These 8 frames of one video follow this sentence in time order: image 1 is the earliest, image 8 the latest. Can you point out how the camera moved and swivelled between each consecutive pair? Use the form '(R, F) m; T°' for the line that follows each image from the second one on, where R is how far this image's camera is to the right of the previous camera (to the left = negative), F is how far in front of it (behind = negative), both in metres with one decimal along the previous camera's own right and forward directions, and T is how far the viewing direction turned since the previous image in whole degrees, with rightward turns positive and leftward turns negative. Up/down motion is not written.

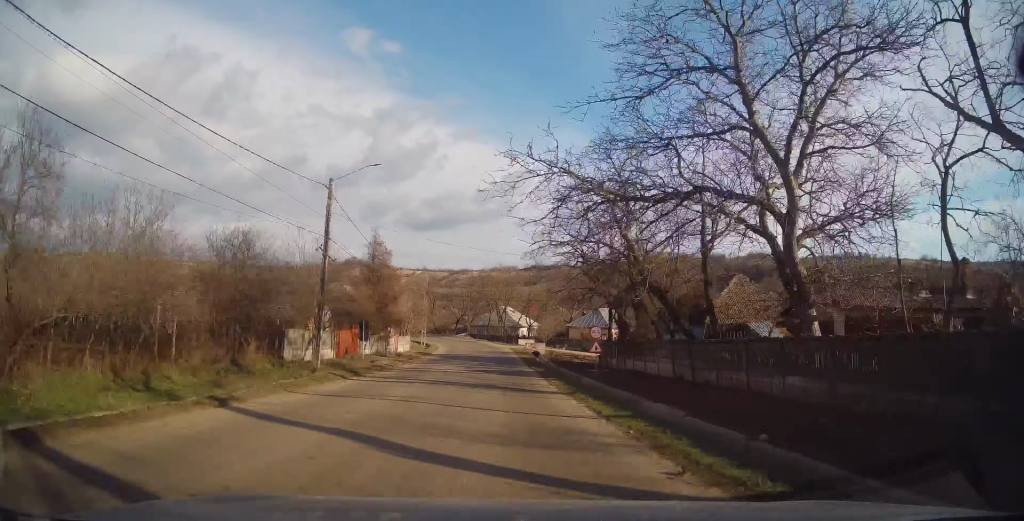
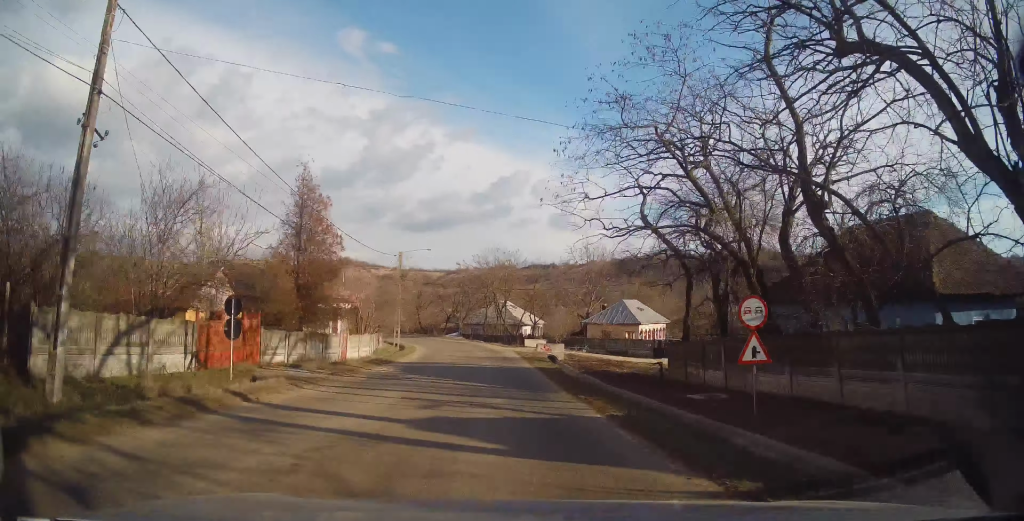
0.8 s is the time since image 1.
(+0.2, +14.2) m; 0°
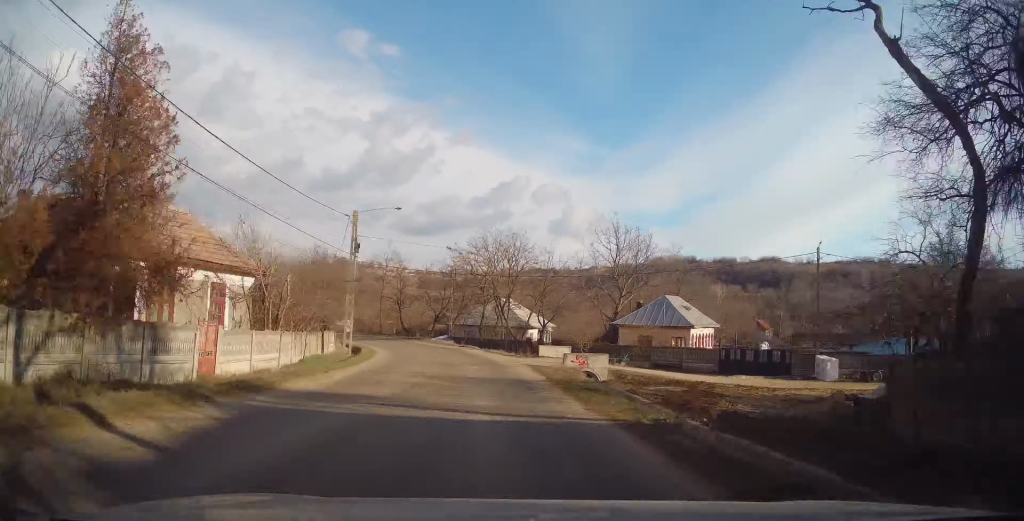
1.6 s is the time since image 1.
(-0.1, +13.6) m; -1°
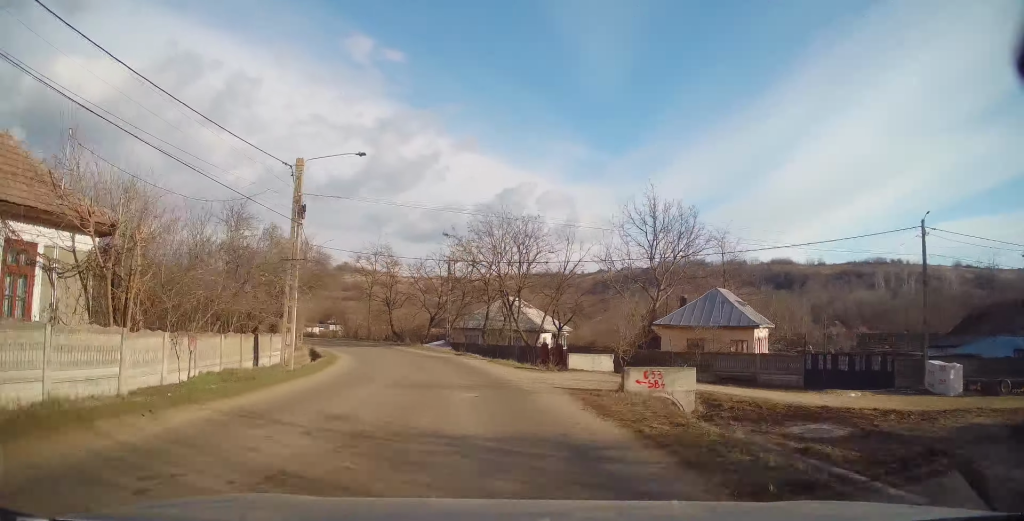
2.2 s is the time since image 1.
(-0.1, +9.8) m; -2°
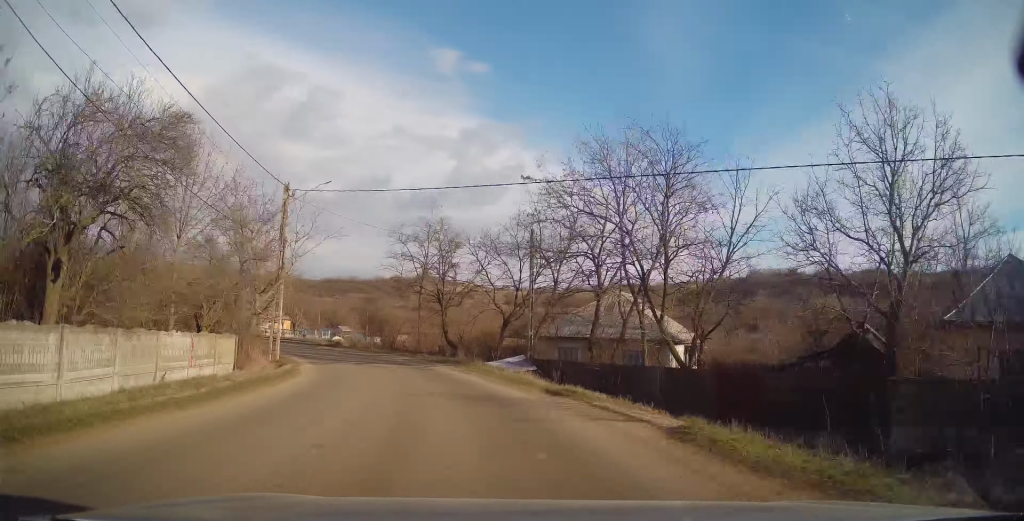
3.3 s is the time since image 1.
(-0.9, +18.5) m; -8°
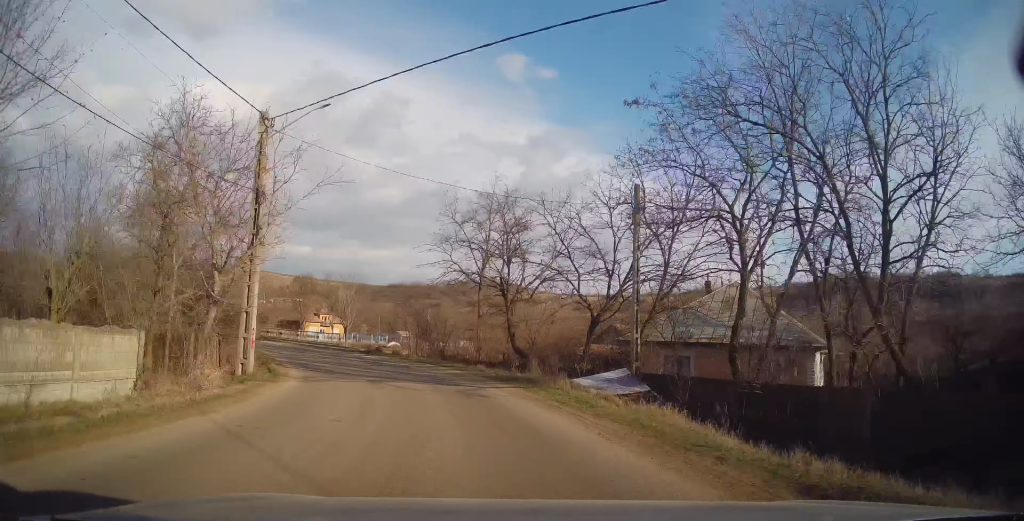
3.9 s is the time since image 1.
(0.0, +9.0) m; -7°
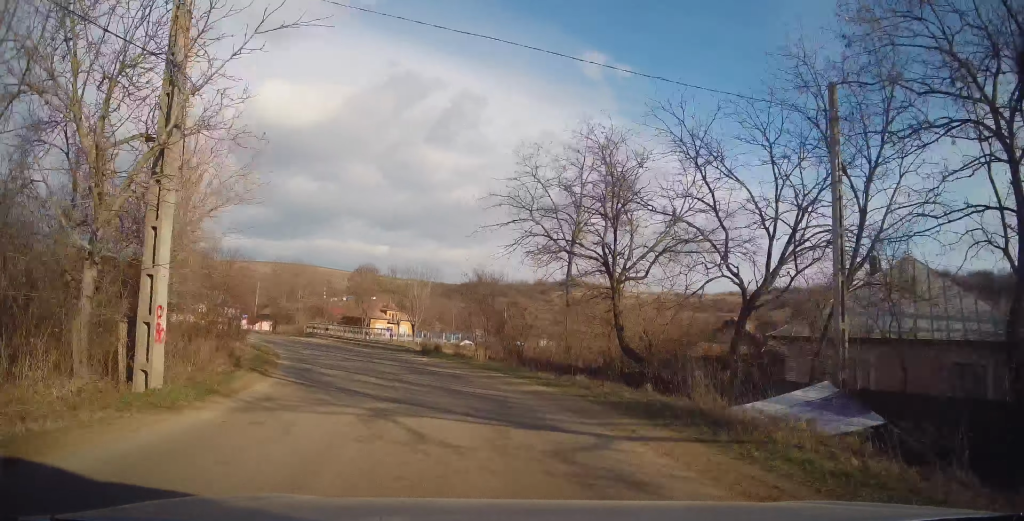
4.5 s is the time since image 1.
(-1.0, +8.0) m; -6°
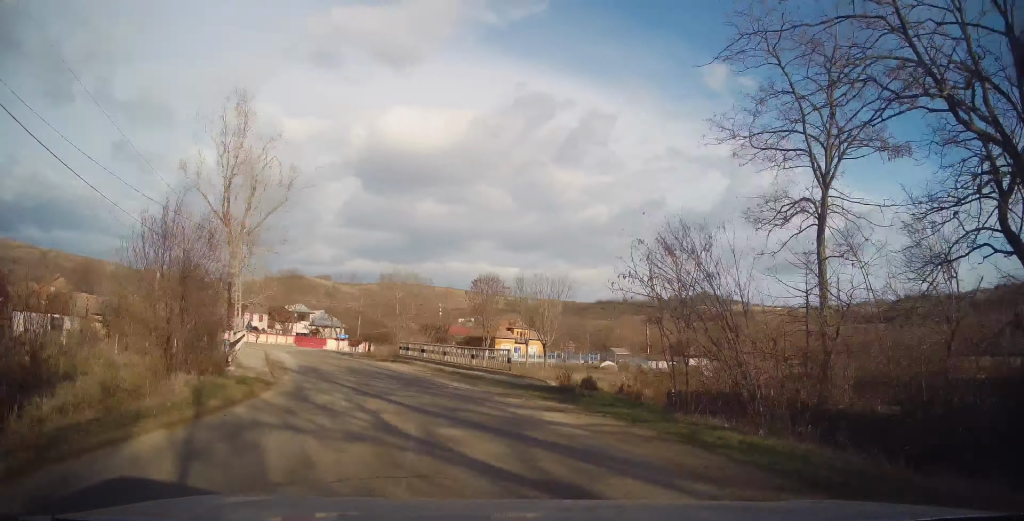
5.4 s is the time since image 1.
(-1.0, +12.0) m; -11°
